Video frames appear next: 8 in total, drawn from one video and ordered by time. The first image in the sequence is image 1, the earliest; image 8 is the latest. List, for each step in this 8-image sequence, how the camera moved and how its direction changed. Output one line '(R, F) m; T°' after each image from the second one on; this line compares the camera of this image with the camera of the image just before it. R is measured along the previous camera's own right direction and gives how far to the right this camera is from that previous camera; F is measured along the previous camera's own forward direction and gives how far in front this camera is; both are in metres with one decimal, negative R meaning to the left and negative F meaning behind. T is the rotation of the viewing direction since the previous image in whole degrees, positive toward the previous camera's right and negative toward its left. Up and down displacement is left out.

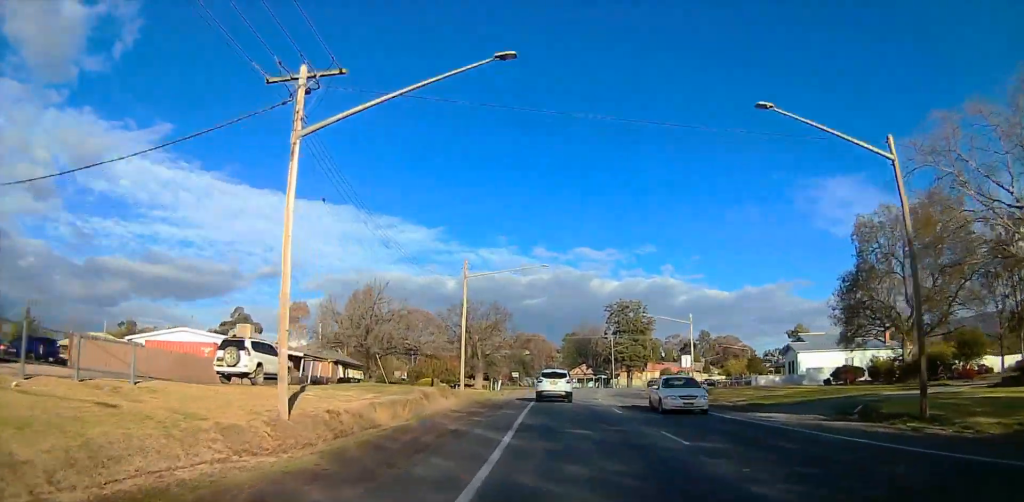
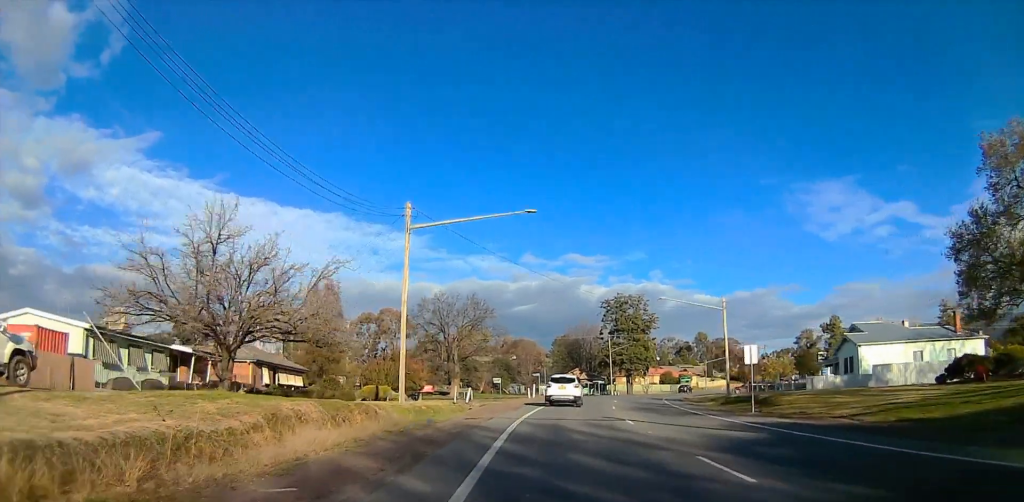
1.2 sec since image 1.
(+0.2, +16.3) m; +2°
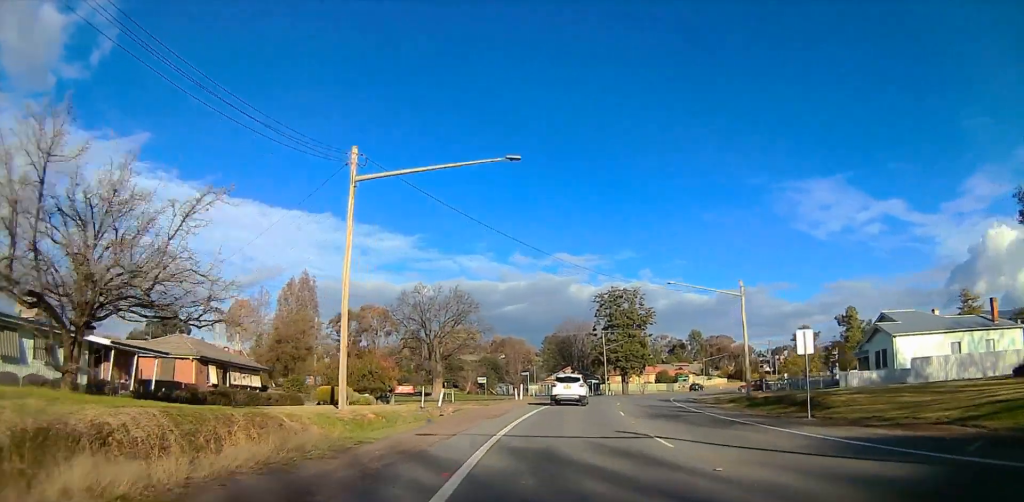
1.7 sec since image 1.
(+0.6, +7.3) m; 0°
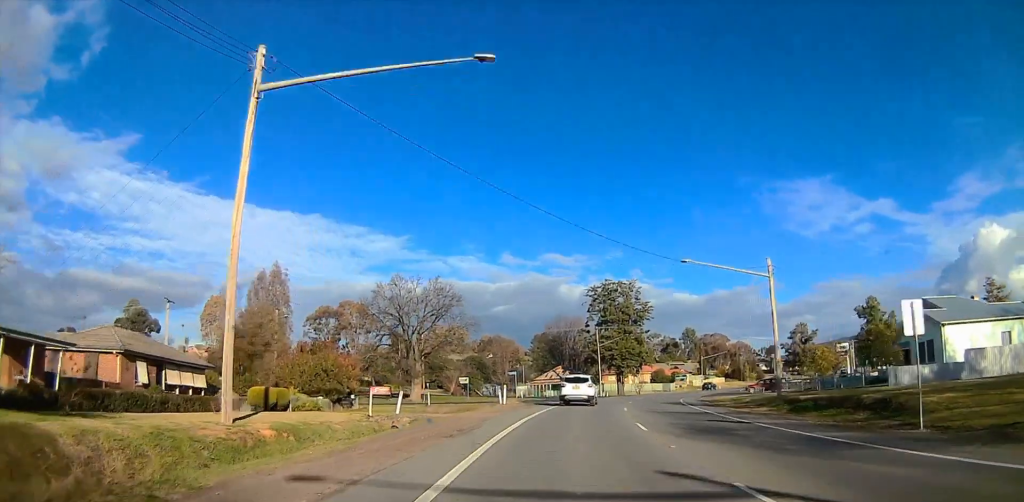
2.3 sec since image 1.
(-0.6, +8.6) m; +1°
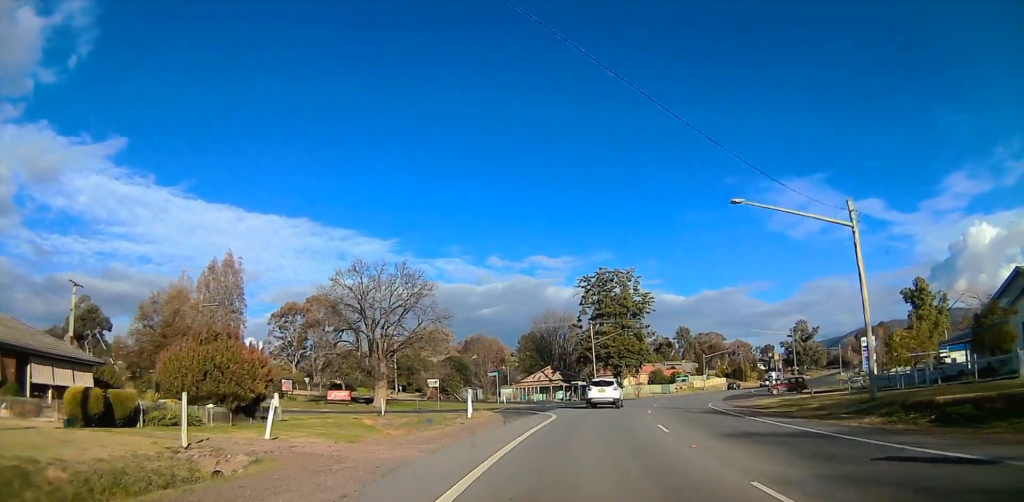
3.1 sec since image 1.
(+0.2, +11.9) m; +5°
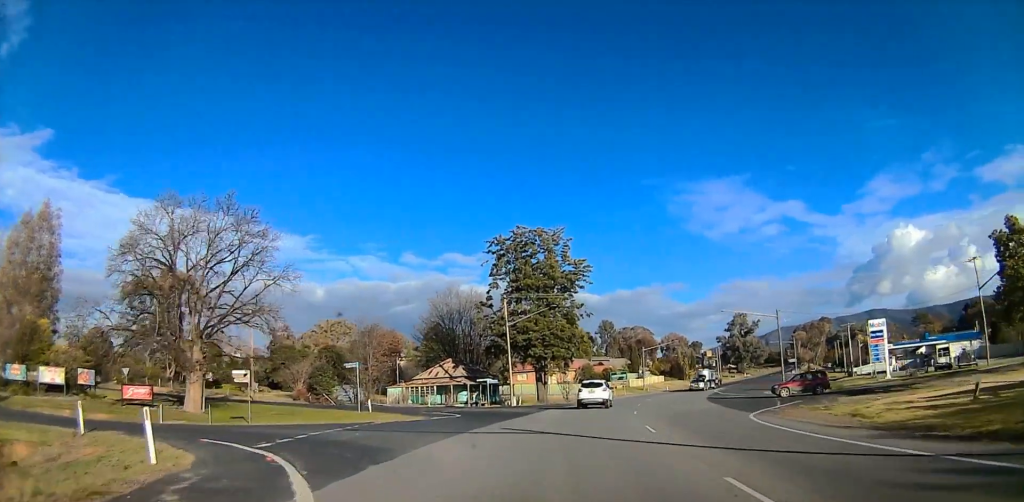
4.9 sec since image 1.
(+2.3, +24.9) m; +4°
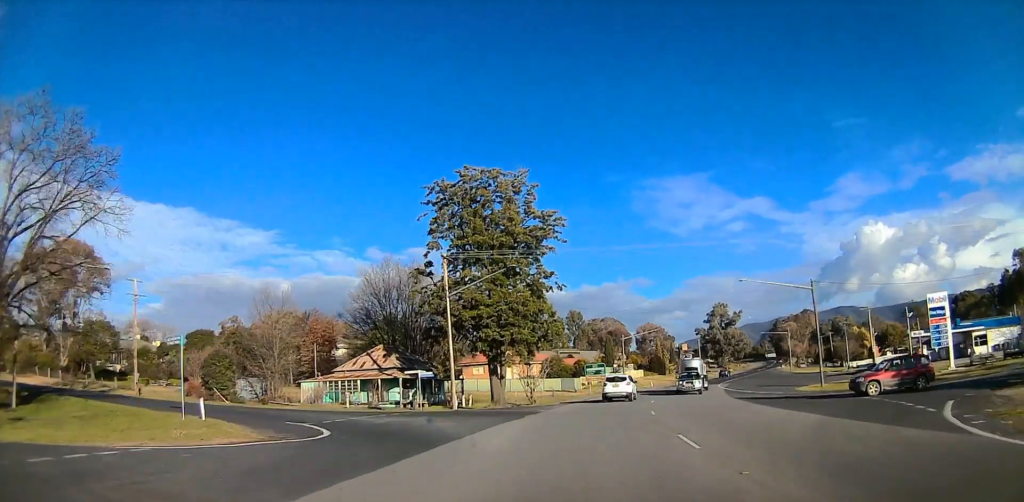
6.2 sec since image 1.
(-0.2, +17.2) m; +4°
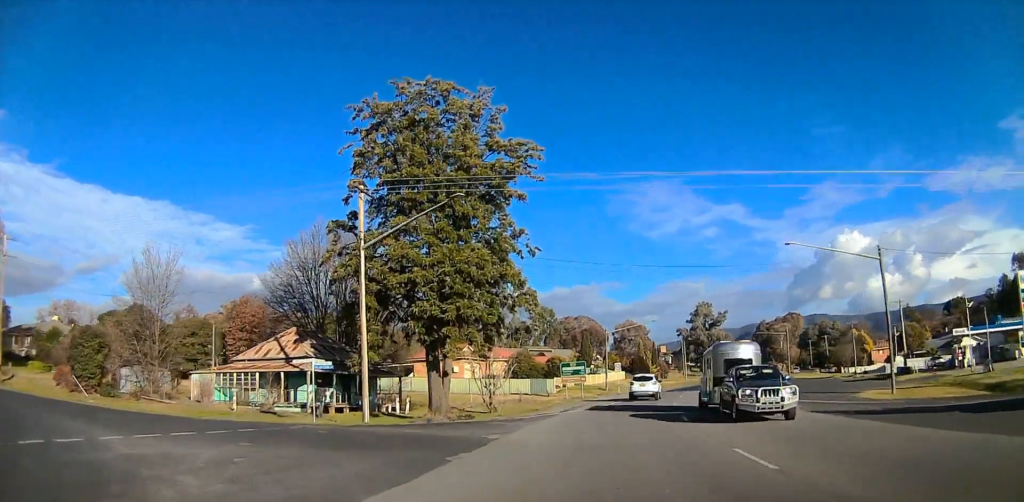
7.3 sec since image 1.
(+0.9, +15.3) m; +7°
